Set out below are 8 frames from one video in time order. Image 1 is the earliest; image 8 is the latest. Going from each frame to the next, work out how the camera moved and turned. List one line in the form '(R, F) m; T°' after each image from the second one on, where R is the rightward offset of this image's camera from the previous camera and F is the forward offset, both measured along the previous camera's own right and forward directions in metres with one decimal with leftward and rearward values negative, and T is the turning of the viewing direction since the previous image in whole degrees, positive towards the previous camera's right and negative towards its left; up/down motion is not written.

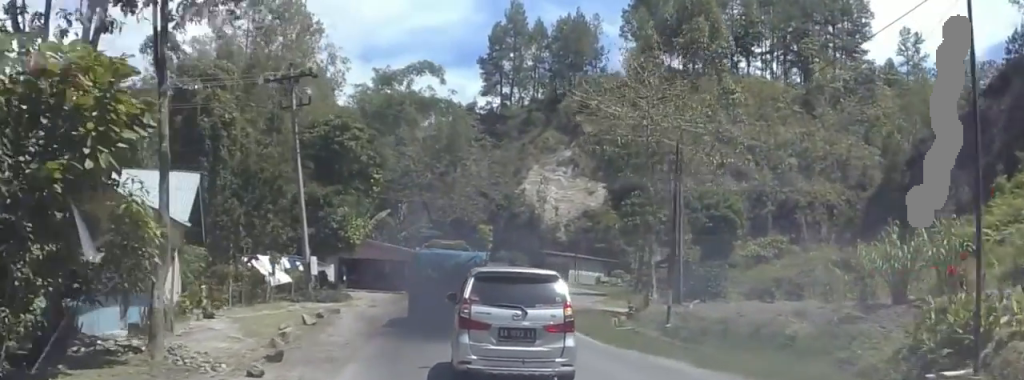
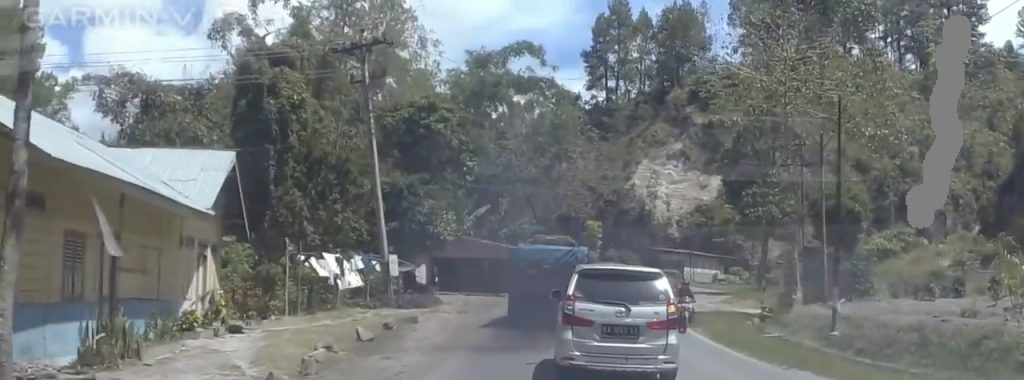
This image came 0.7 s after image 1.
(-0.1, +5.5) m; -10°
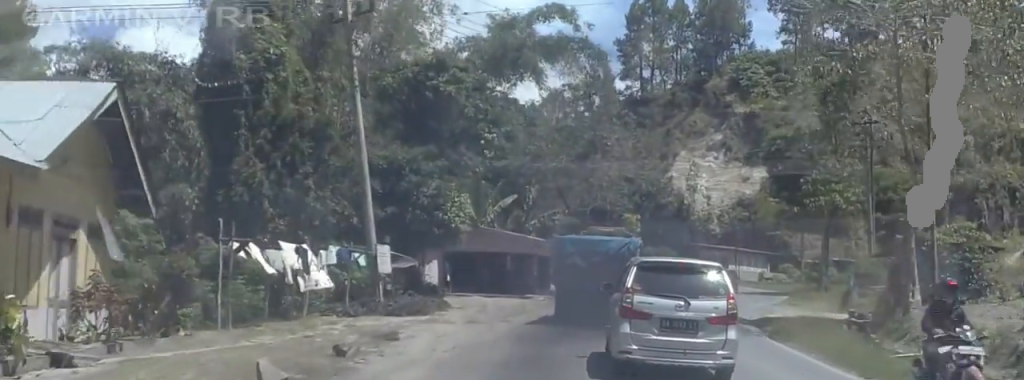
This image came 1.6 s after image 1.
(-1.3, +7.8) m; -4°
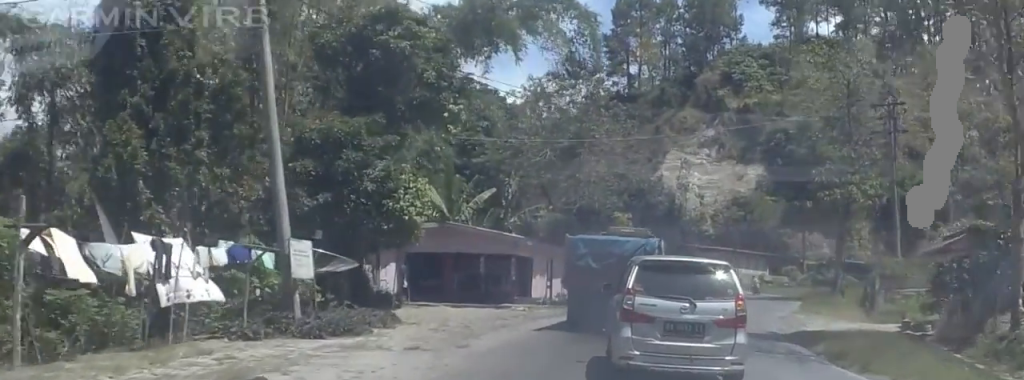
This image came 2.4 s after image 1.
(+0.6, +6.8) m; +4°
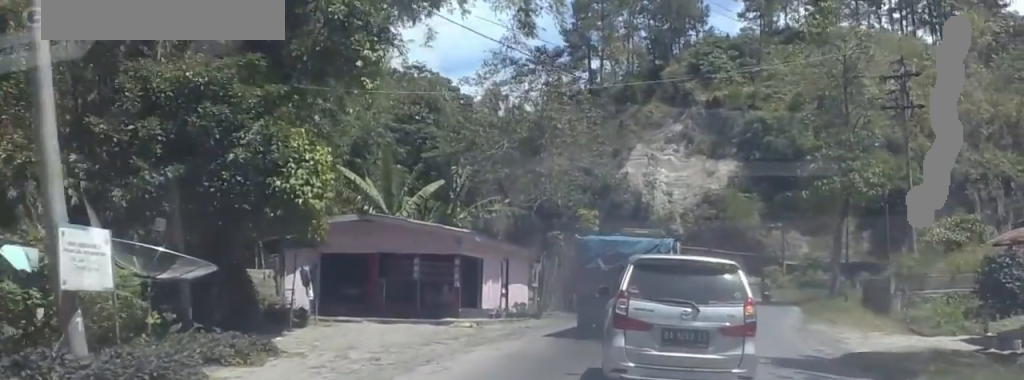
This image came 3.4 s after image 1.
(+0.2, +7.8) m; +7°
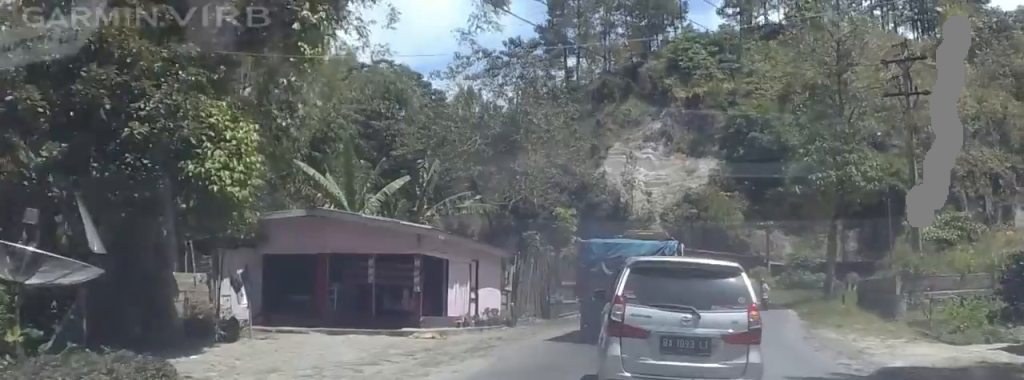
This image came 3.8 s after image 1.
(0.0, +3.7) m; +2°
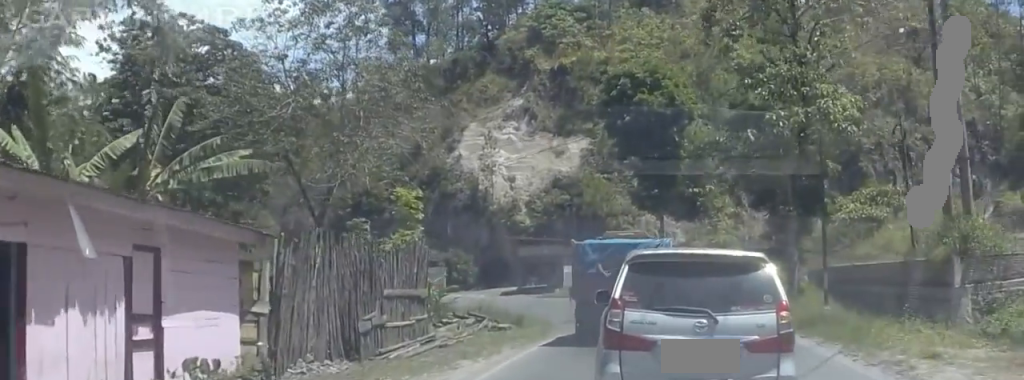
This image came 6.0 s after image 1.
(+0.3, +17.6) m; +3°
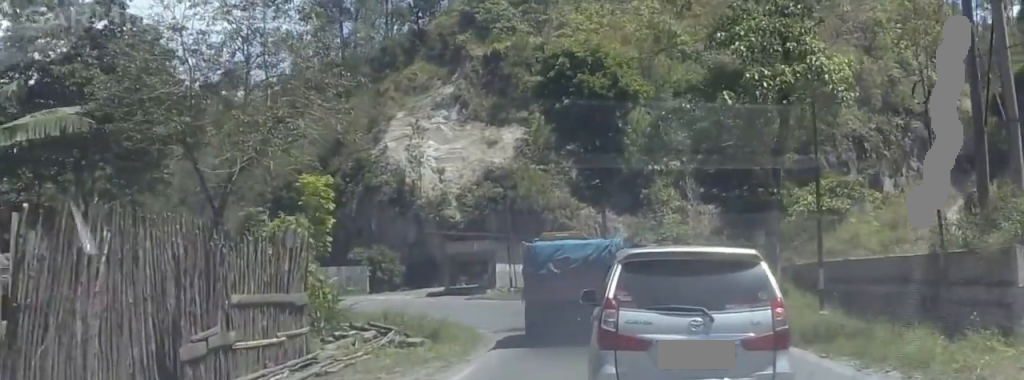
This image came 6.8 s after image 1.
(+0.7, +6.8) m; +4°
